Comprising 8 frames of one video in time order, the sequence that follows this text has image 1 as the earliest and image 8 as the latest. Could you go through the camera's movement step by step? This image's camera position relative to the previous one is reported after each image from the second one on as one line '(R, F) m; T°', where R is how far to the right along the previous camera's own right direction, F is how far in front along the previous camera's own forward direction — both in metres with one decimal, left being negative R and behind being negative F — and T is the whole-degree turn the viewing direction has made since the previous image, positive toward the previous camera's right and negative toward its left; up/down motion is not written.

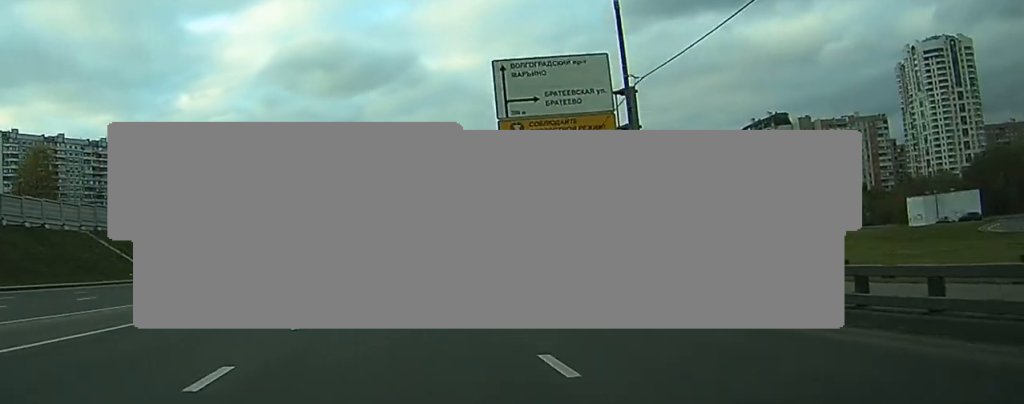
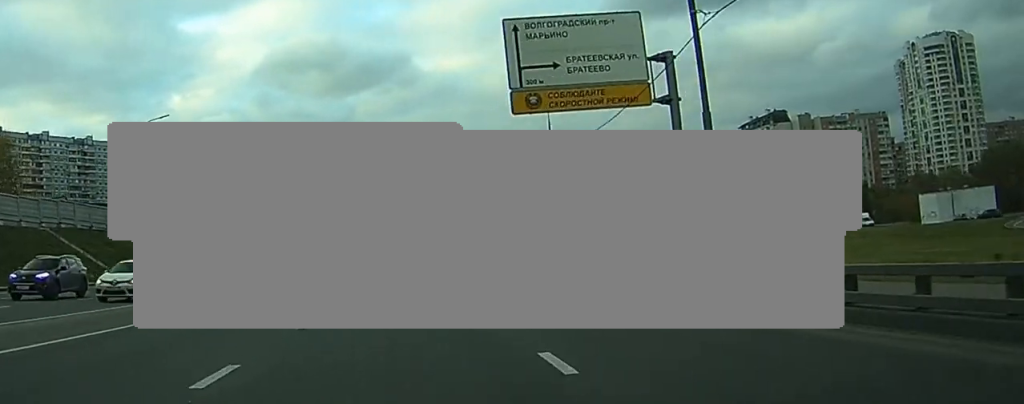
(0.0, +8.0) m; 0°
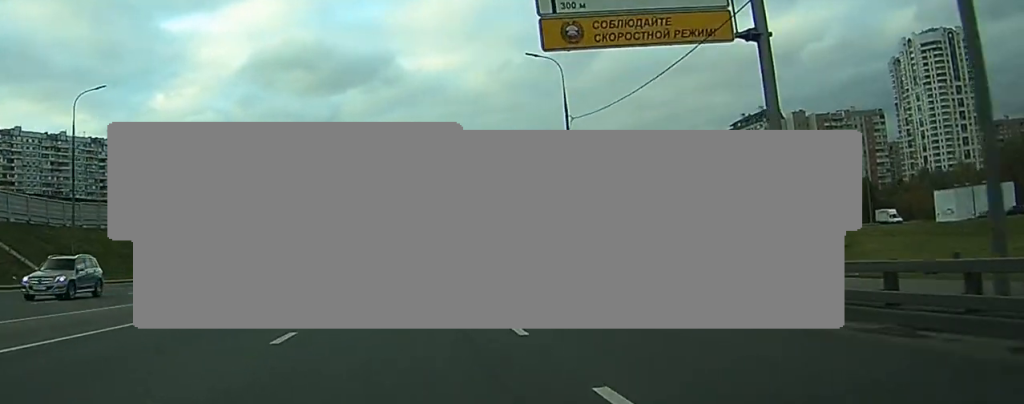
(+0.1, +11.6) m; +1°
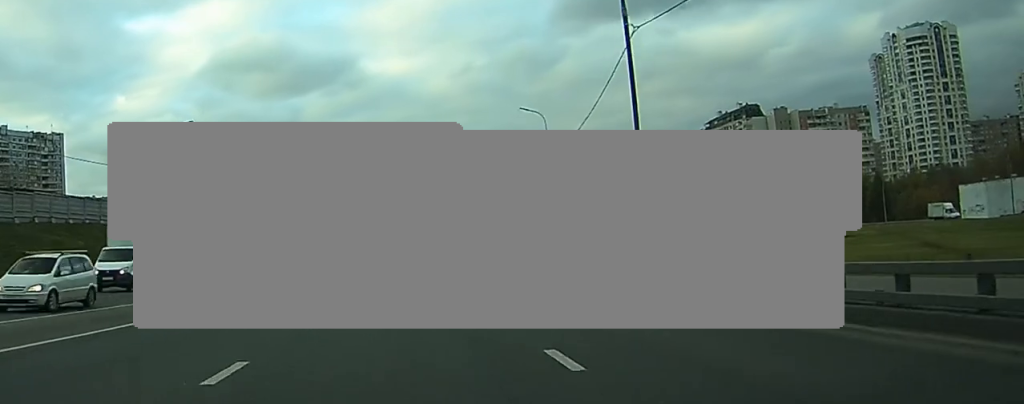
(+0.2, +21.0) m; +1°
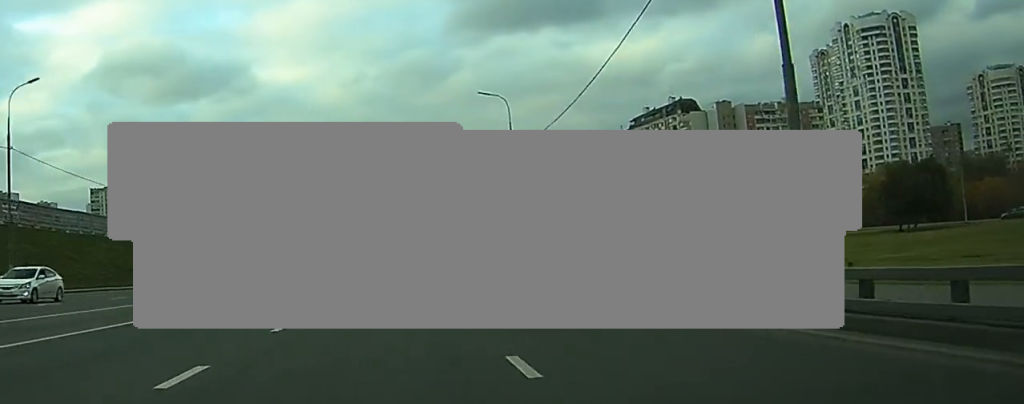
(+2.3, +56.0) m; +4°
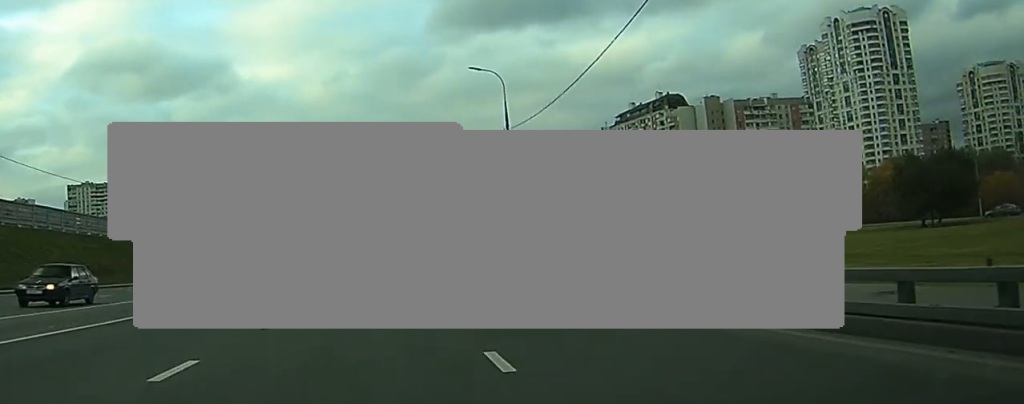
(0.0, +7.3) m; 0°
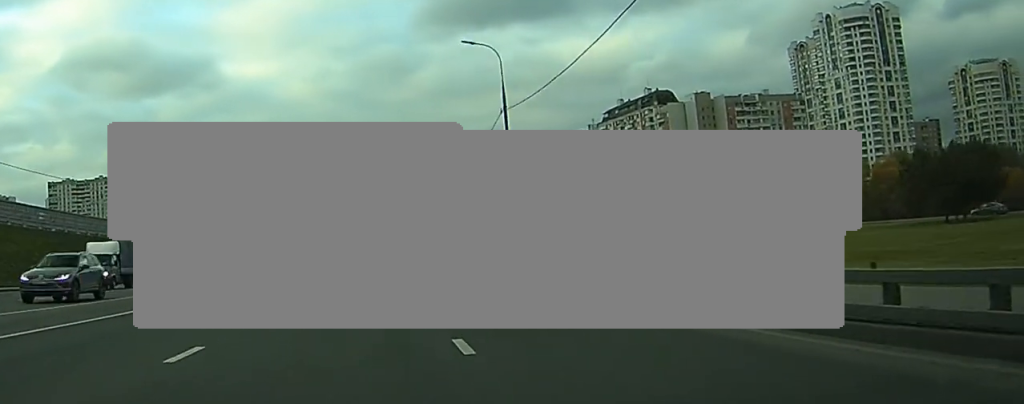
(+0.1, +6.2) m; -1°
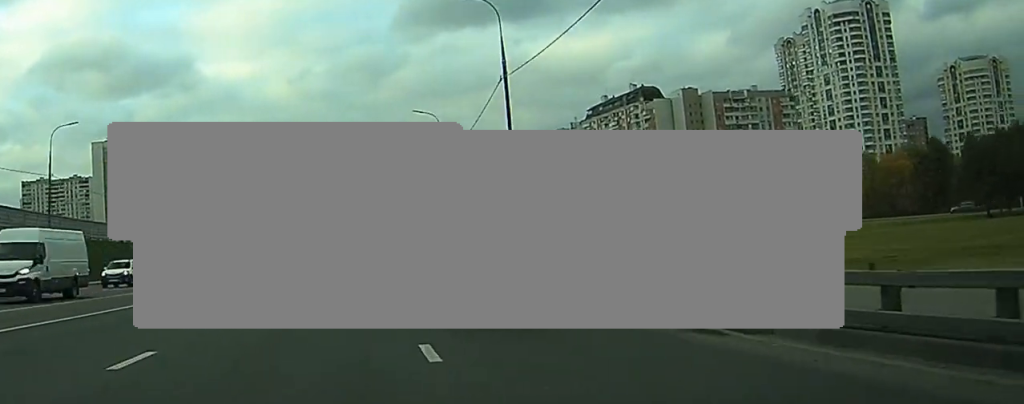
(-0.1, +8.5) m; +1°
